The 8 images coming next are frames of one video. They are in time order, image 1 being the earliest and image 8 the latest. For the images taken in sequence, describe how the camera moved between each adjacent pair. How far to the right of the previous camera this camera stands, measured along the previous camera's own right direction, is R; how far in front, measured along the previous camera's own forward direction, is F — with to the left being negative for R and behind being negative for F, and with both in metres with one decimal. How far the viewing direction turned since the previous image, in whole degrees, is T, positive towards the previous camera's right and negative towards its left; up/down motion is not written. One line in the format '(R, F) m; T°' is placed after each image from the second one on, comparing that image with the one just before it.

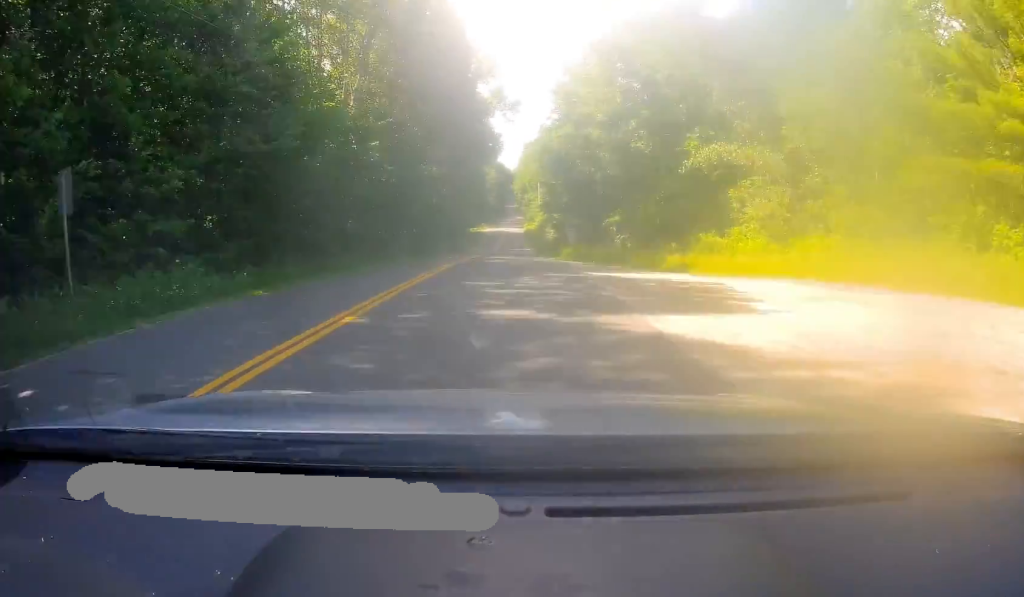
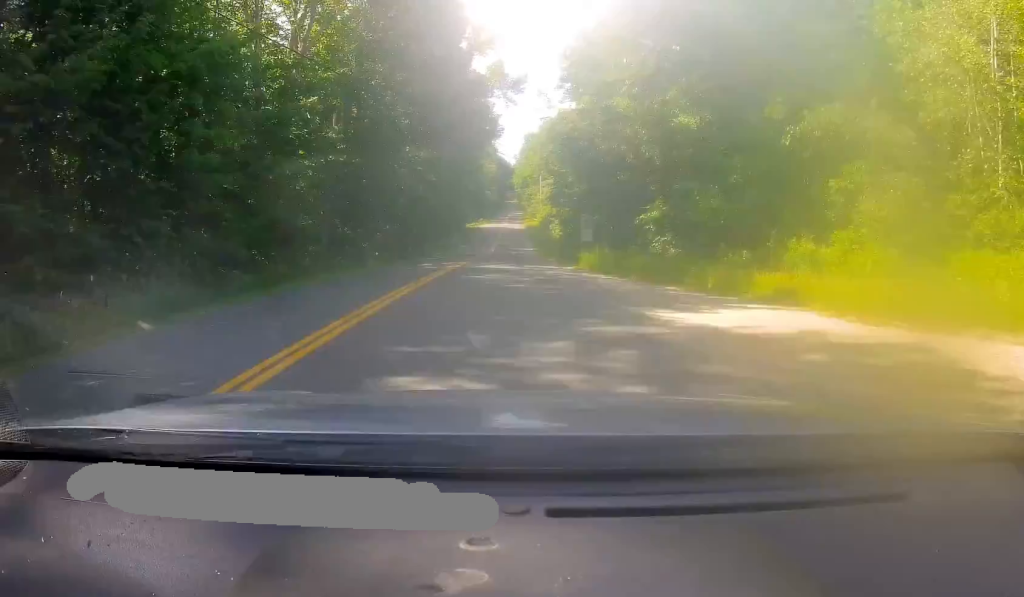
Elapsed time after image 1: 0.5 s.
(0.0, +9.0) m; -1°
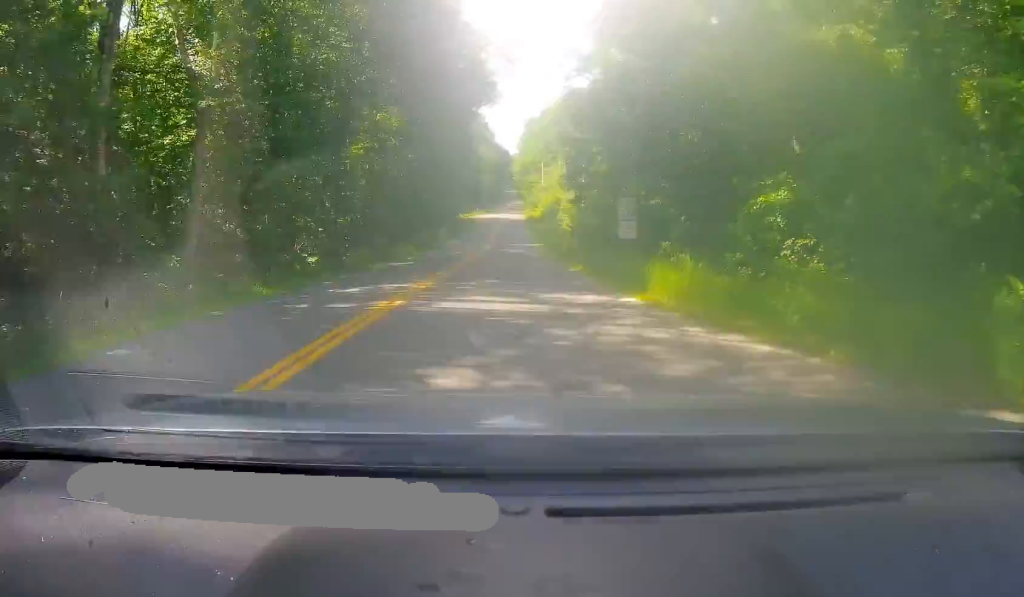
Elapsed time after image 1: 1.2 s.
(-0.2, +12.2) m; 0°
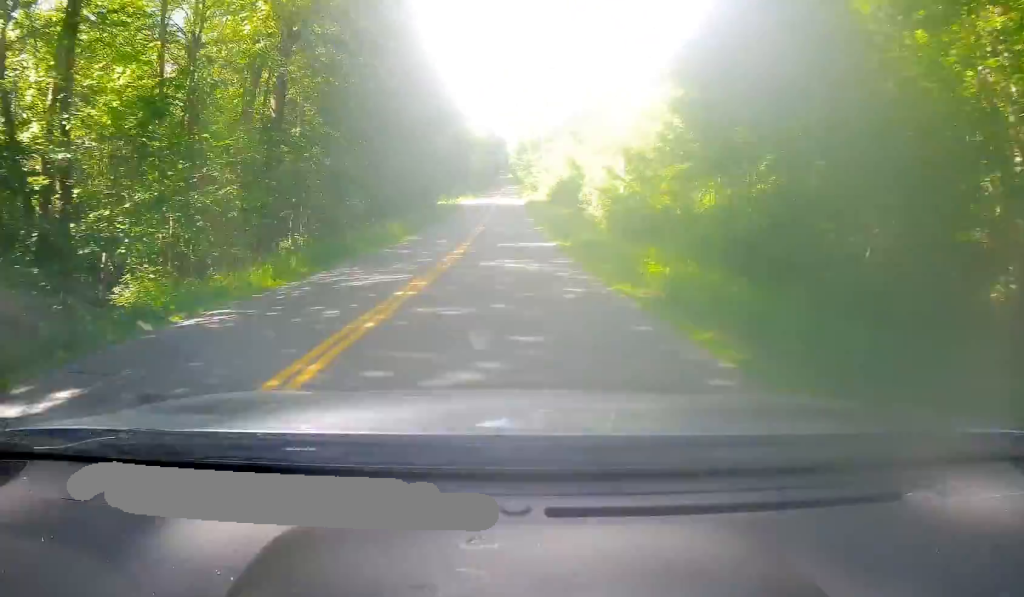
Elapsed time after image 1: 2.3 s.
(+0.1, +21.2) m; +1°
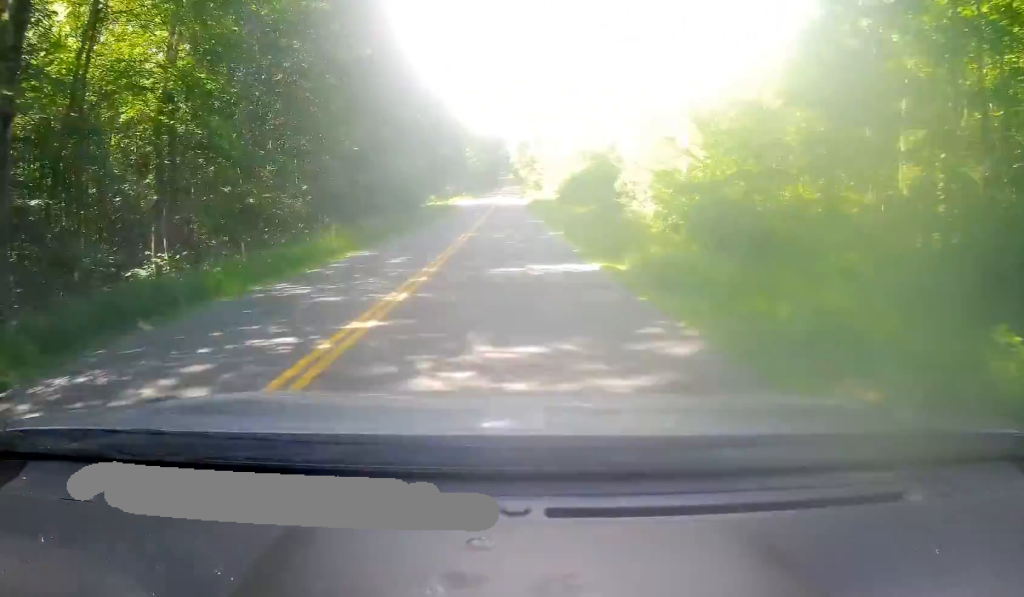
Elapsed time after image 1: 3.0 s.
(+0.2, +12.8) m; 0°
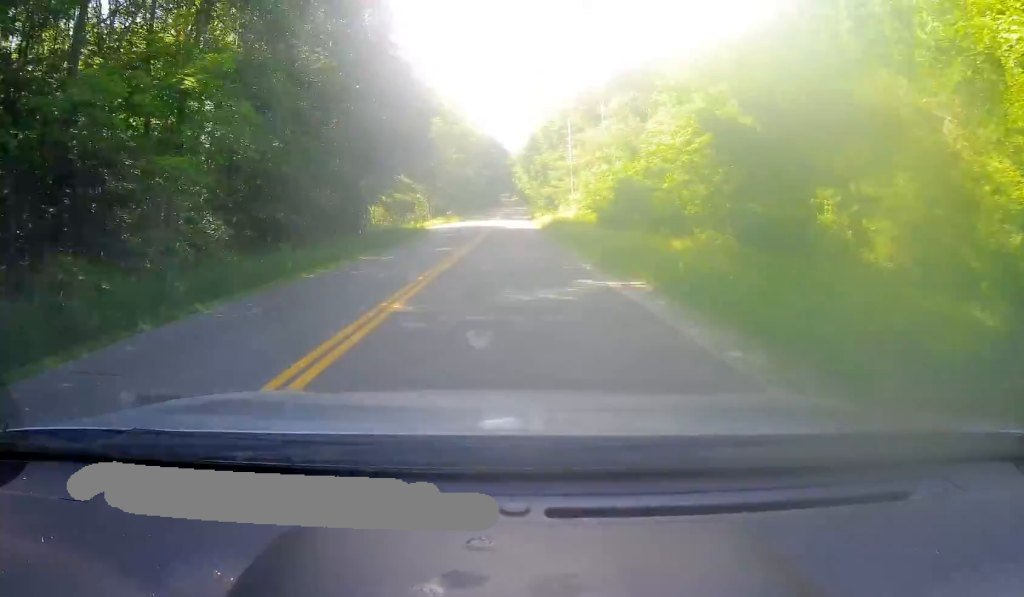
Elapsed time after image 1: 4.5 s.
(-0.5, +29.4) m; -2°
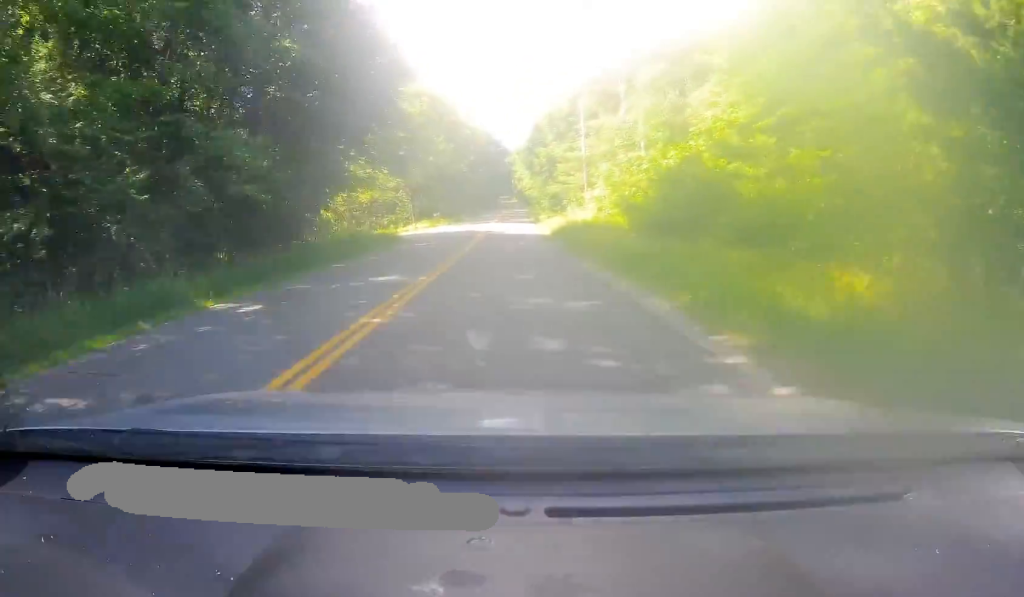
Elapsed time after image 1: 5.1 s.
(-0.1, +12.5) m; -1°
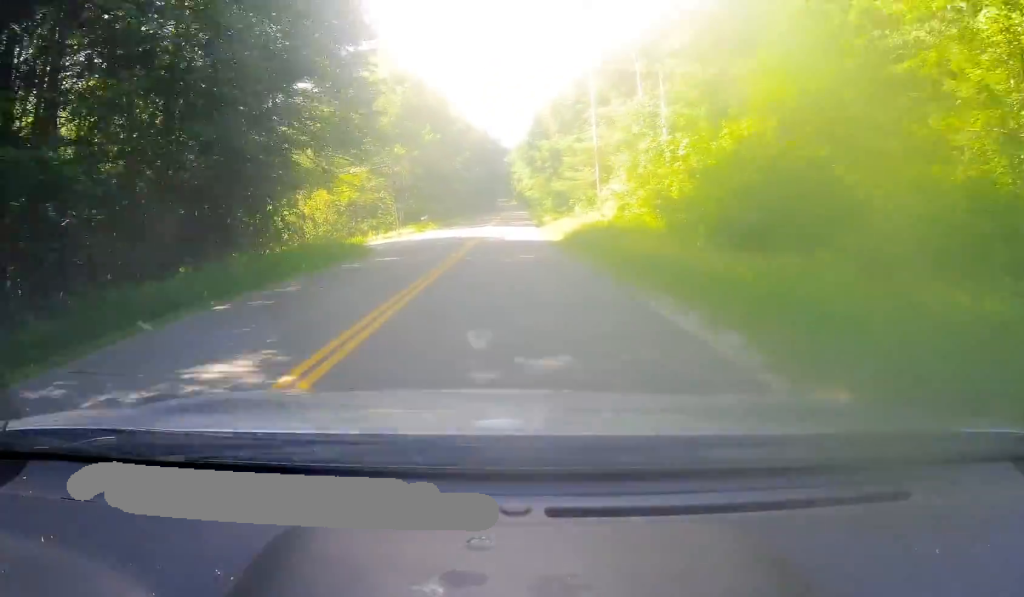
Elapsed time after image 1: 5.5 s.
(0.0, +8.5) m; 0°
